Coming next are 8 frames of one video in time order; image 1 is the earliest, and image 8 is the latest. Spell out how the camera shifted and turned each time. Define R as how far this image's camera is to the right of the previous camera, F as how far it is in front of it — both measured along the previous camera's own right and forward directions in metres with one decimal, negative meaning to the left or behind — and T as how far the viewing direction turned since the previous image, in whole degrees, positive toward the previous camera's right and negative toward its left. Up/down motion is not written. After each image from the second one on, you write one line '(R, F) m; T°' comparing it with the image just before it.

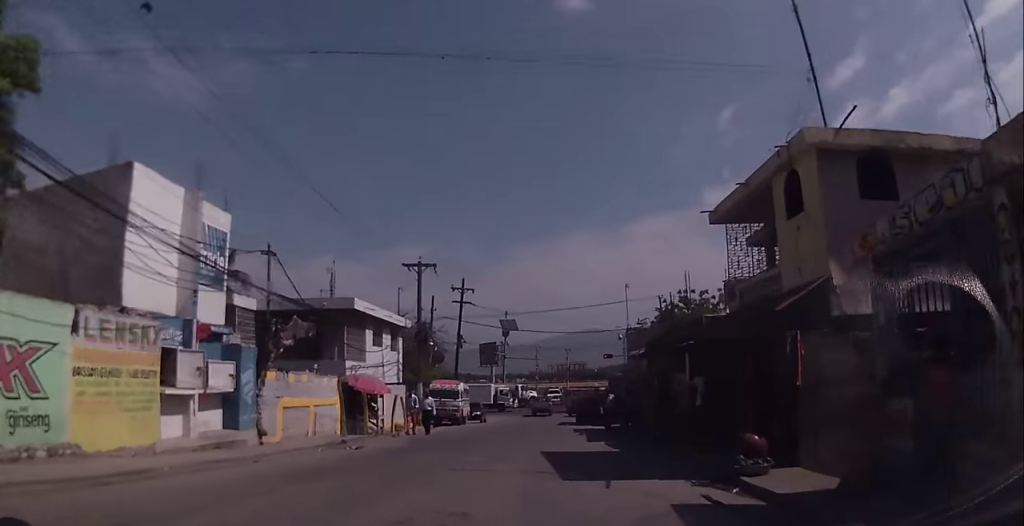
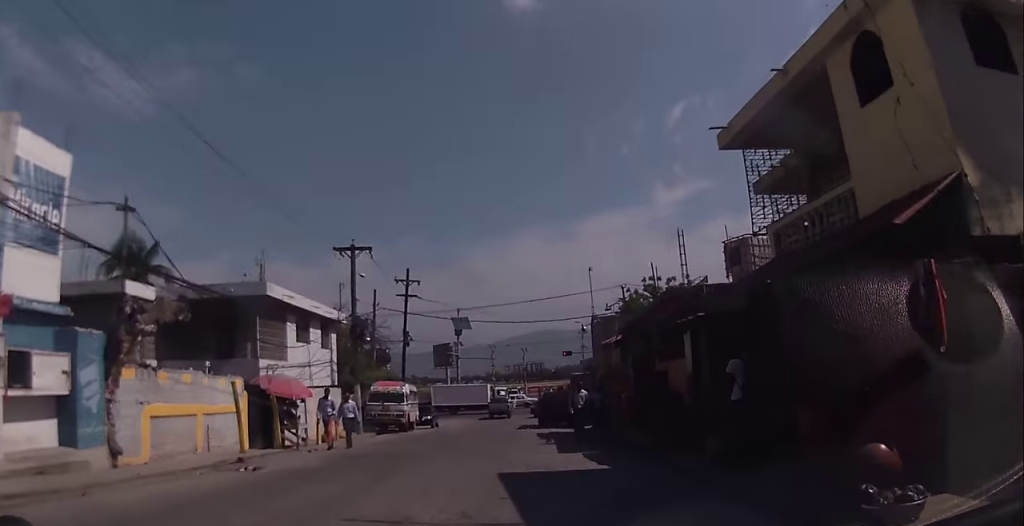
(+0.3, +4.5) m; +5°
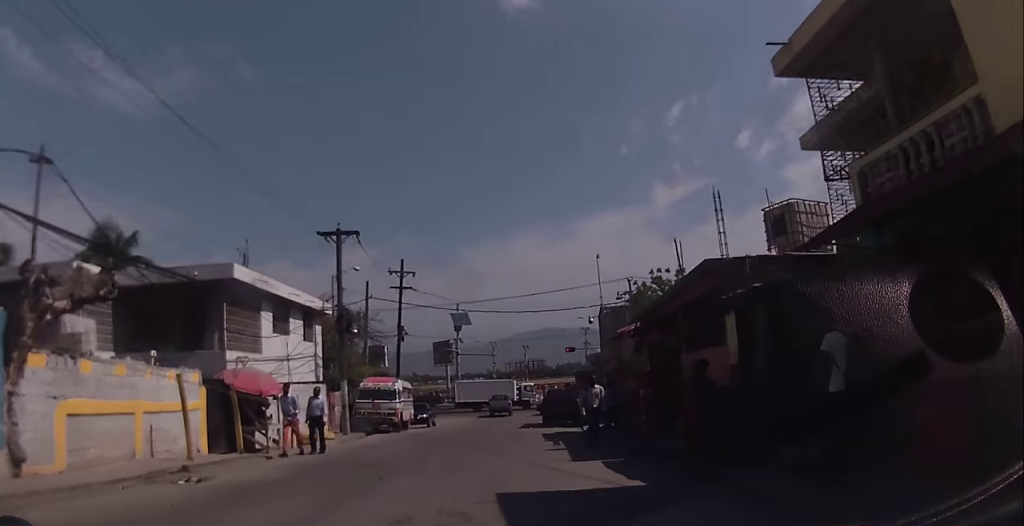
(0.0, +2.6) m; +1°
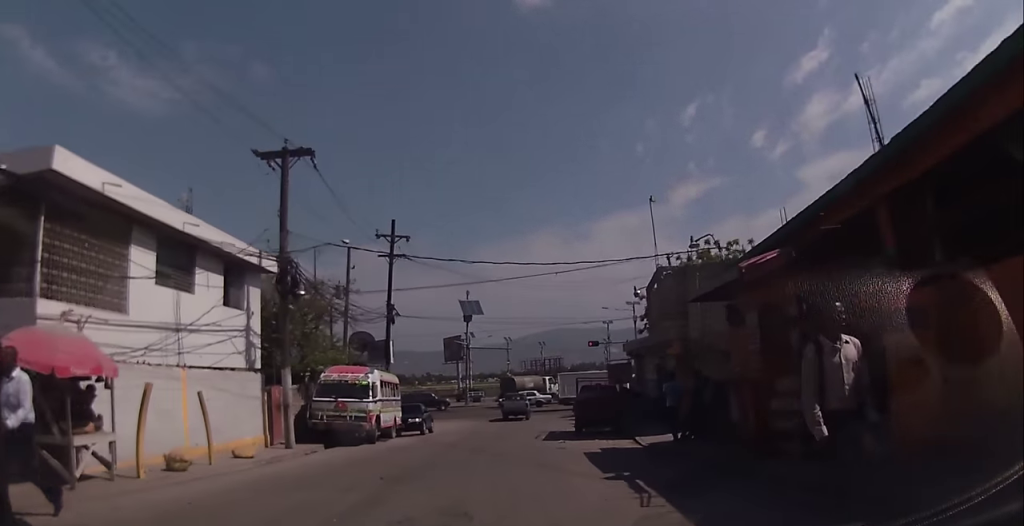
(+0.3, +8.9) m; 0°
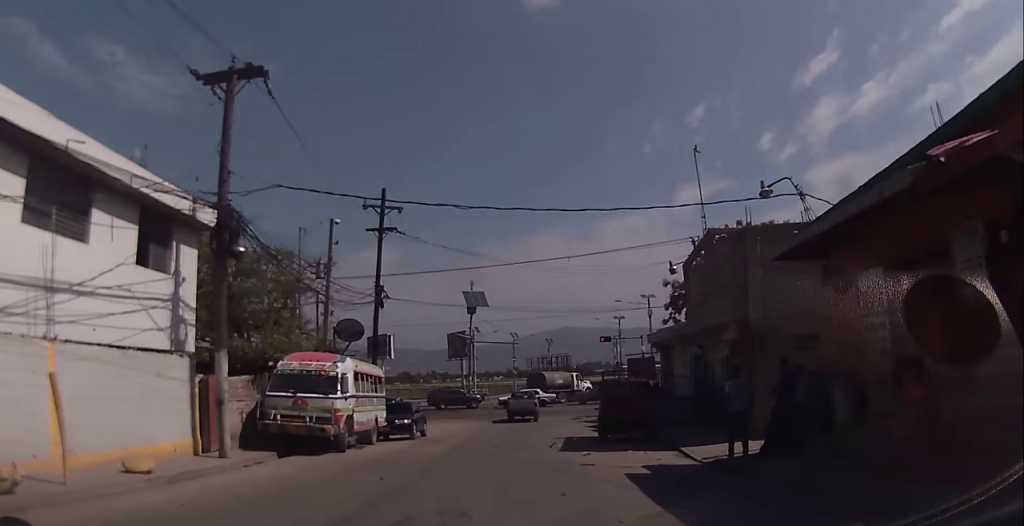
(-0.2, +4.8) m; -2°
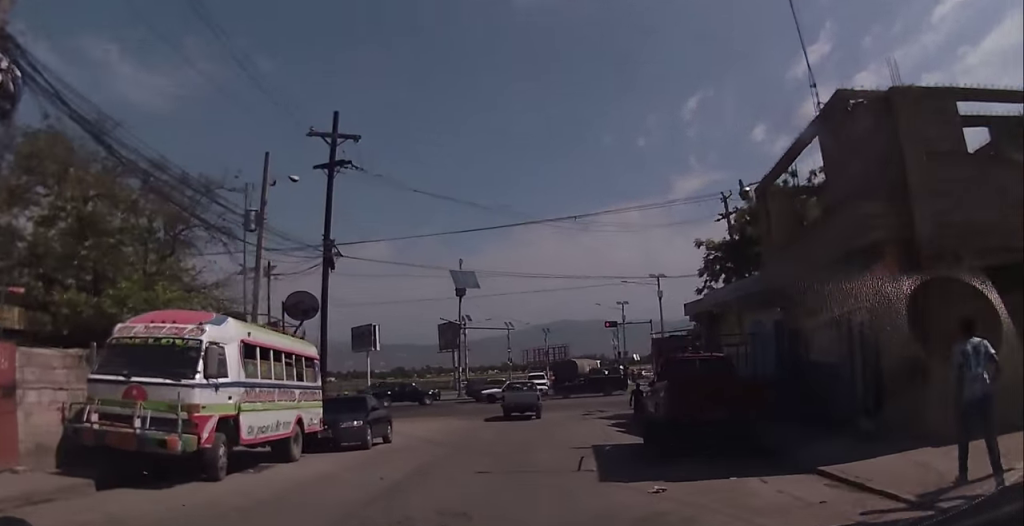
(-0.2, +7.5) m; -1°
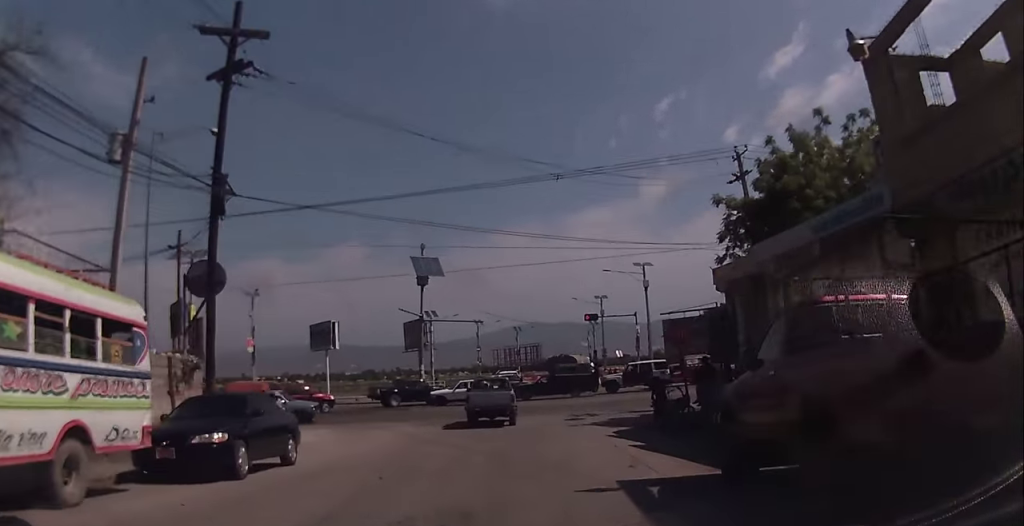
(0.0, +6.7) m; +3°
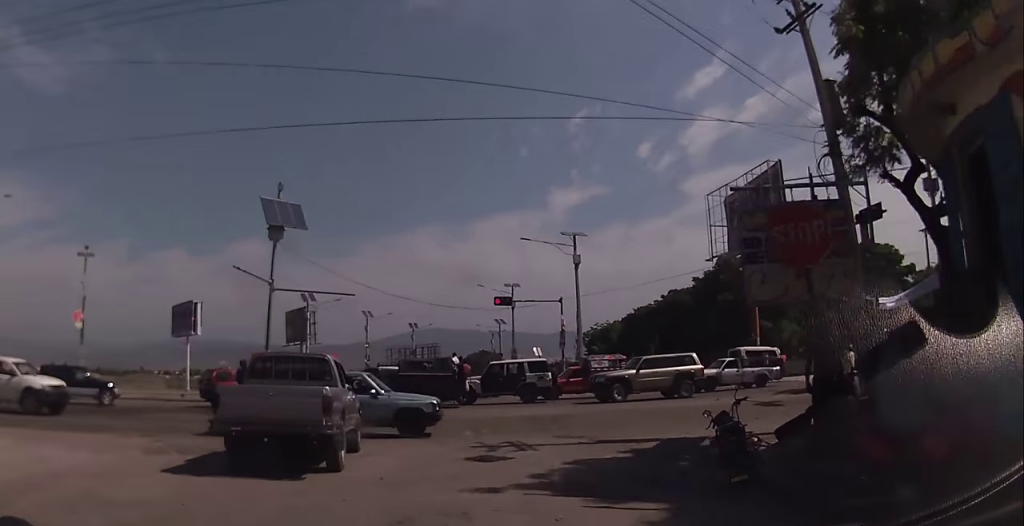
(+1.4, +14.5) m; +6°
